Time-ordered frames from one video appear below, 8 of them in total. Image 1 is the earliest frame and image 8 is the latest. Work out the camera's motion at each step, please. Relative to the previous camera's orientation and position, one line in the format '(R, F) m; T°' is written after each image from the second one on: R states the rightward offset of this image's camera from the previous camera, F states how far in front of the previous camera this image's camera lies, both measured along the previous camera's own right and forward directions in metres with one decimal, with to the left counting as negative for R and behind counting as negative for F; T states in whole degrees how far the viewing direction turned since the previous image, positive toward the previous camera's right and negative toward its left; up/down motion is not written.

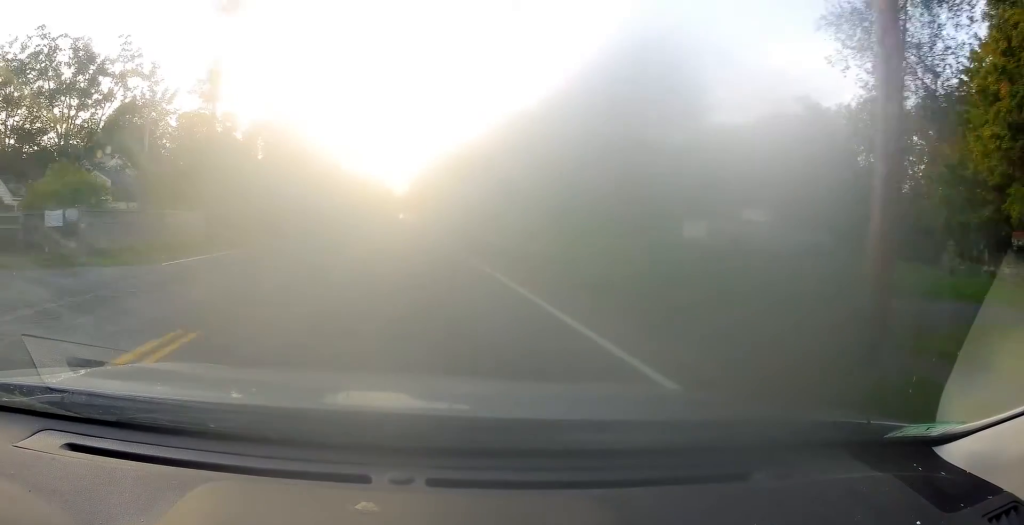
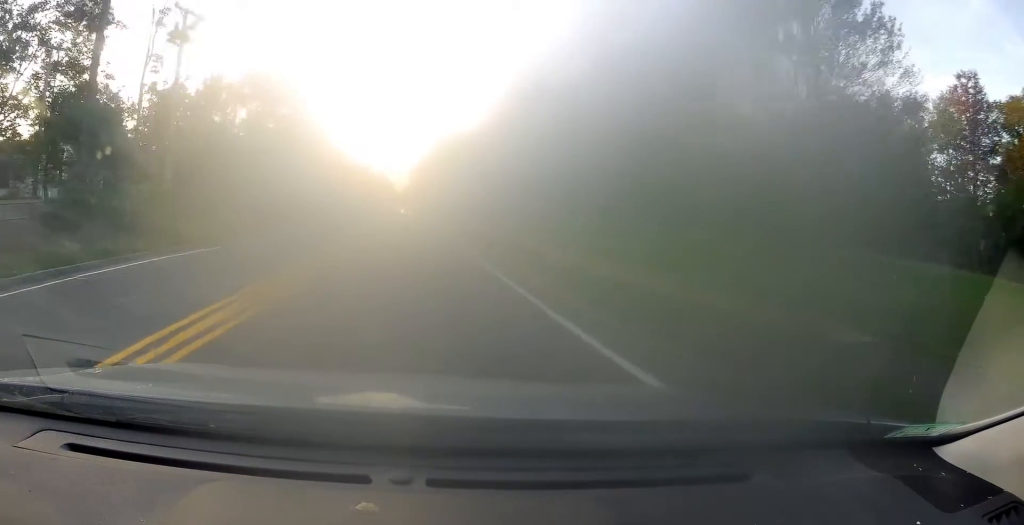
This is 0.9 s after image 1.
(0.0, +15.0) m; +1°
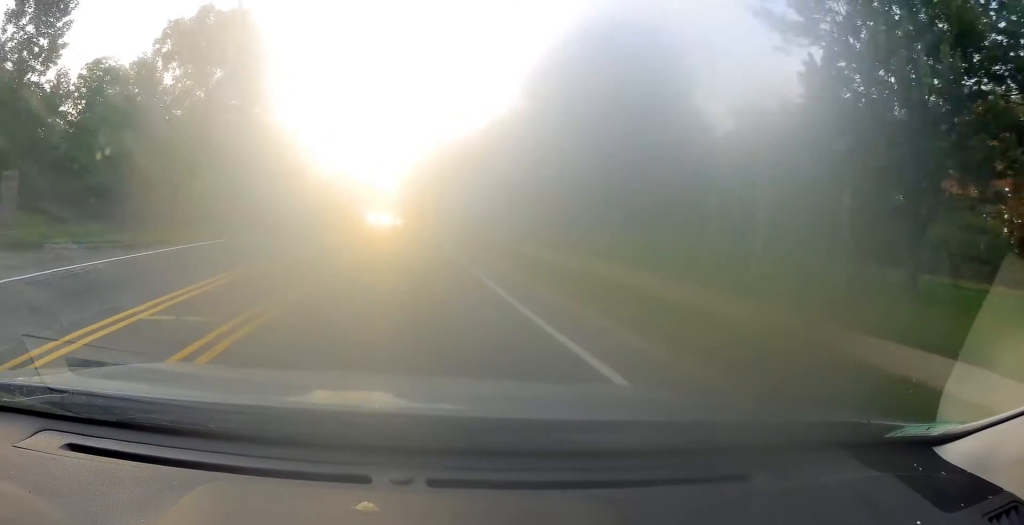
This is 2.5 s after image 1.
(+0.7, +22.5) m; +2°
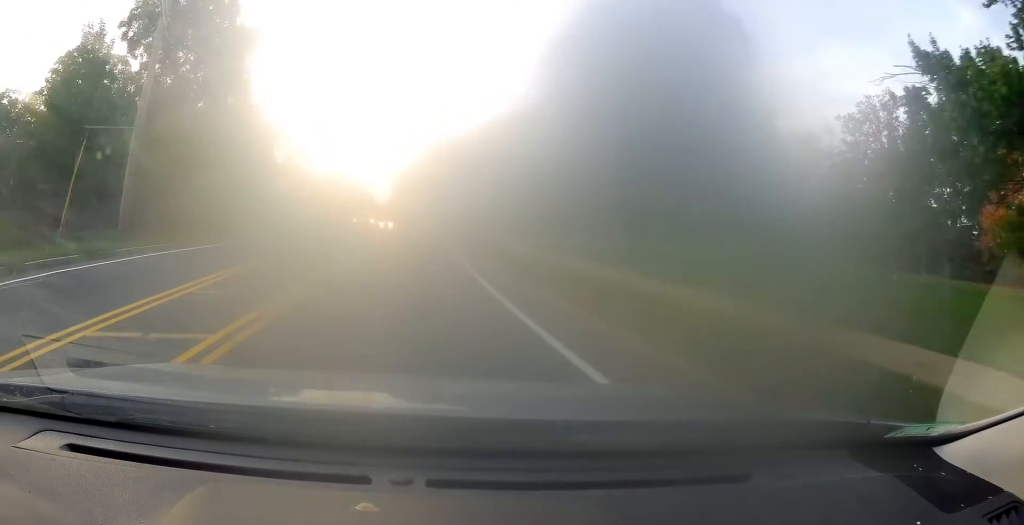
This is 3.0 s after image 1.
(+0.2, +7.1) m; -1°
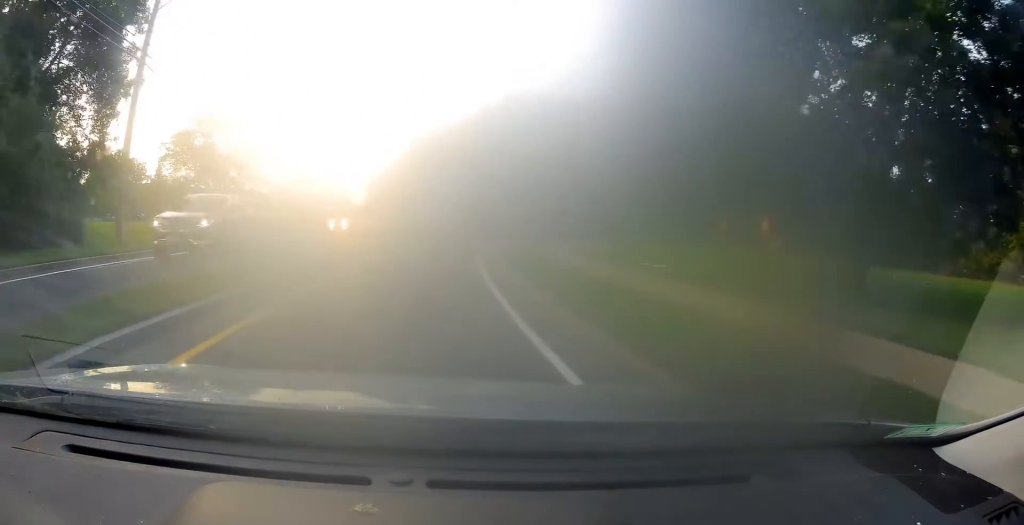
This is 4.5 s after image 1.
(-0.4, +16.6) m; +3°
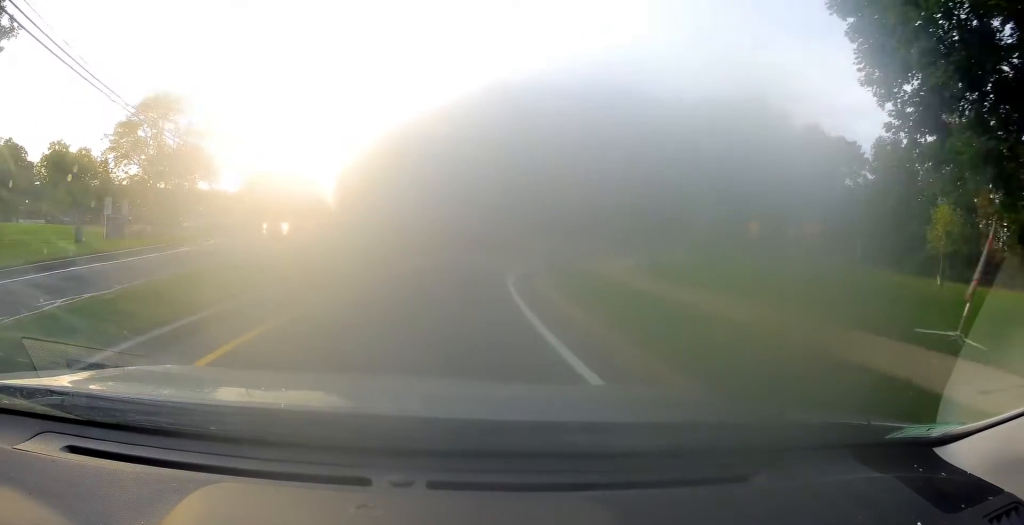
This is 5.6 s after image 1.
(+0.6, +10.1) m; +6°
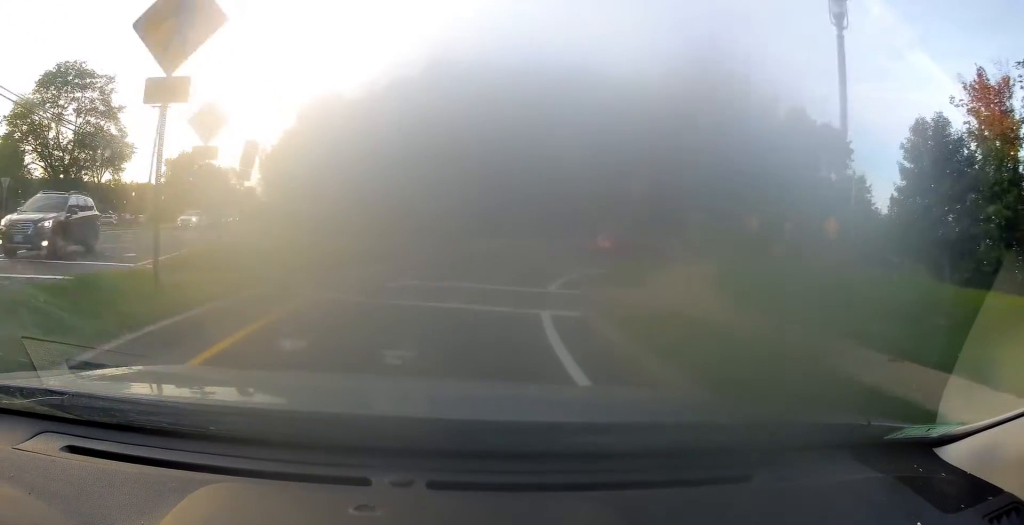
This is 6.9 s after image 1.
(+0.5, +9.2) m; +10°
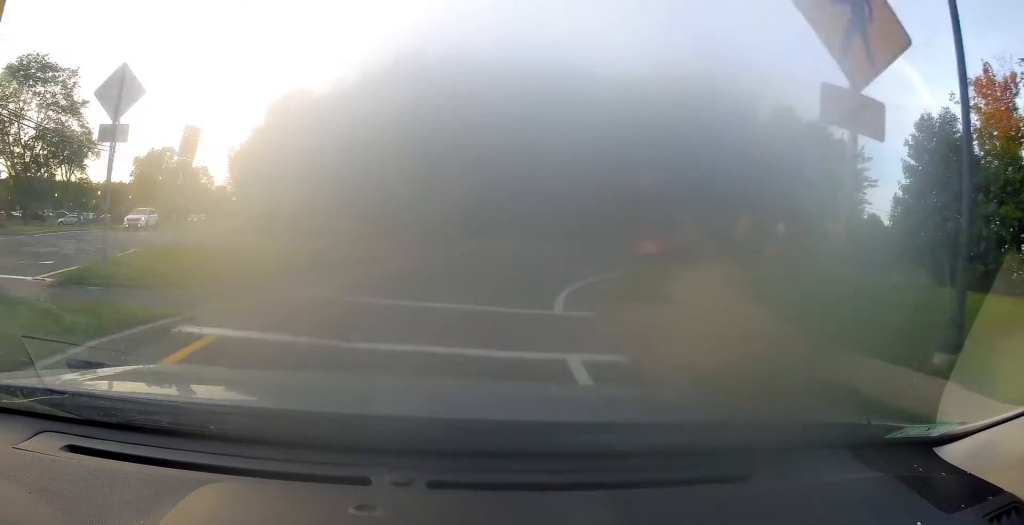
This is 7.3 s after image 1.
(+0.1, +2.4) m; +6°
